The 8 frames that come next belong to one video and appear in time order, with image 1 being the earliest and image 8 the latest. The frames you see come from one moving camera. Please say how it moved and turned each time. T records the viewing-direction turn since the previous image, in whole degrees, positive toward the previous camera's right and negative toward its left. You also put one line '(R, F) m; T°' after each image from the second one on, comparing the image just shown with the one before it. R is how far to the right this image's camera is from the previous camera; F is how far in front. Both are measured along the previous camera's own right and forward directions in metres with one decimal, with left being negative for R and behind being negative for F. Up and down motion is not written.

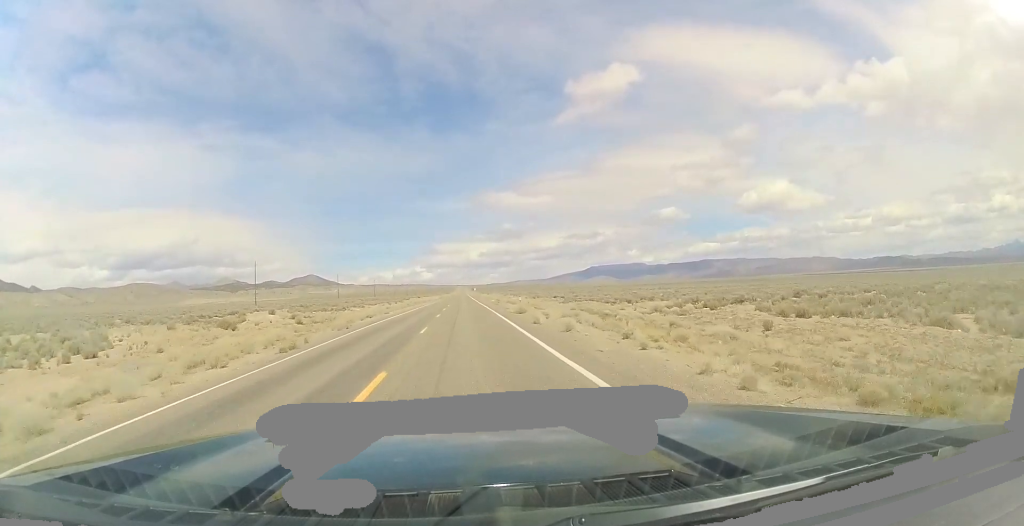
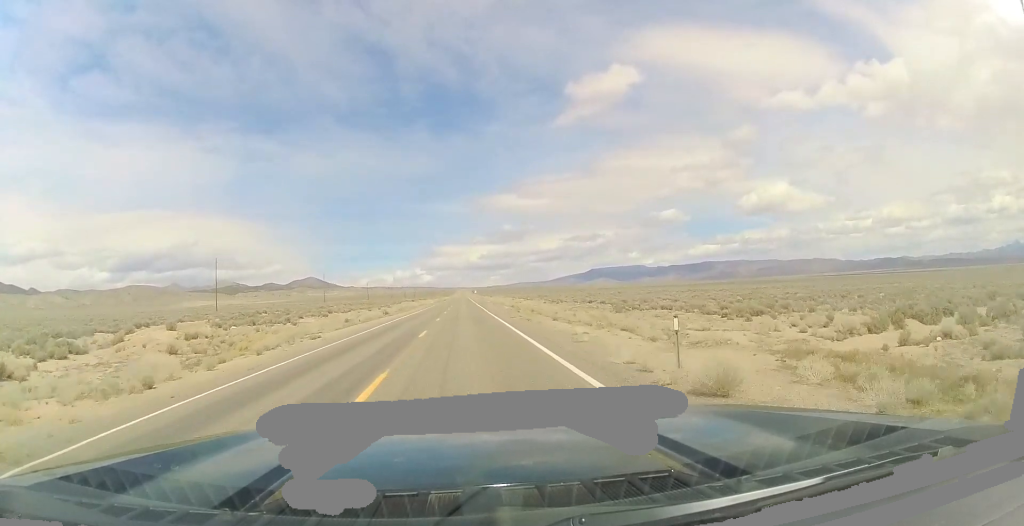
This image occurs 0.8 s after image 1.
(-0.1, +26.8) m; 0°
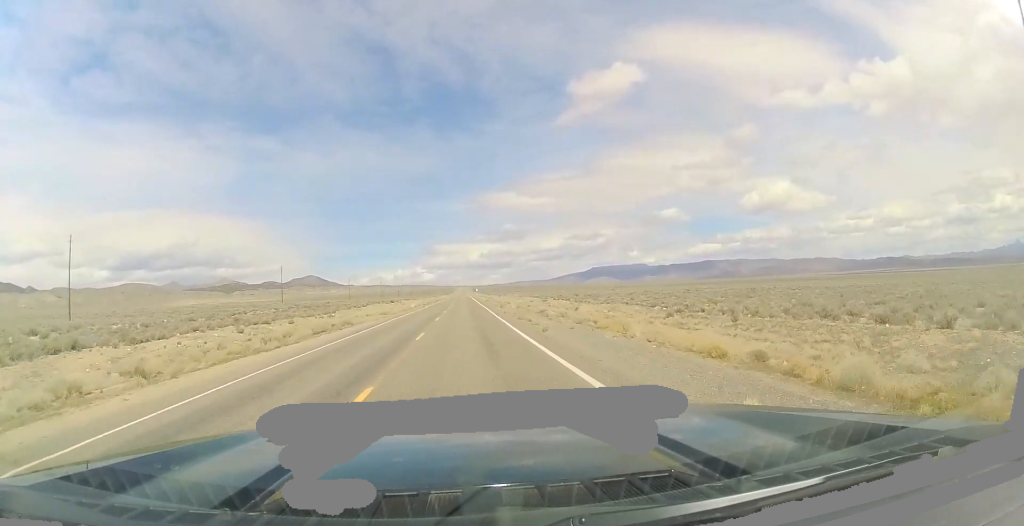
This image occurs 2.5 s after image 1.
(0.0, +57.1) m; 0°
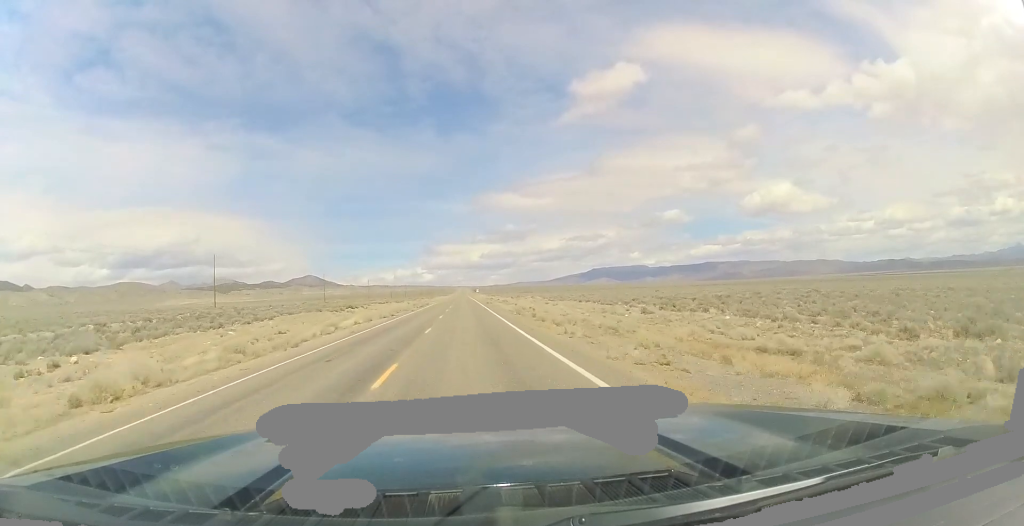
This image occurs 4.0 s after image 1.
(0.0, +51.4) m; 0°
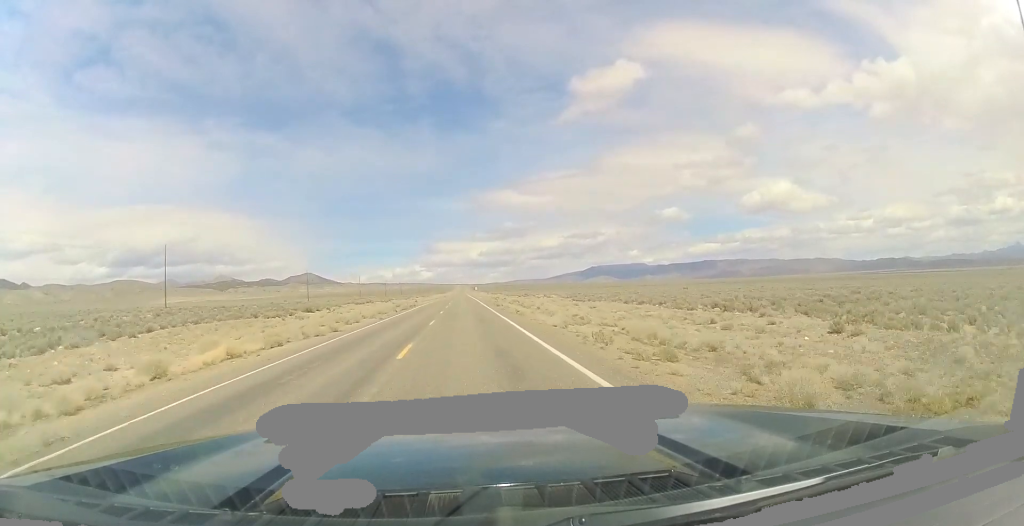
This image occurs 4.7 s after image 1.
(0.0, +23.4) m; 0°
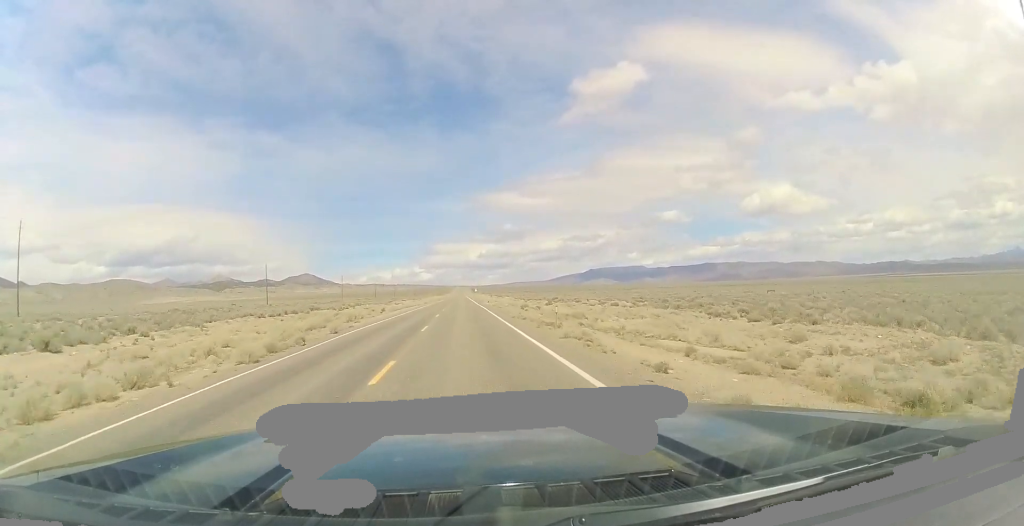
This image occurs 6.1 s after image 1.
(-0.1, +44.2) m; 0°
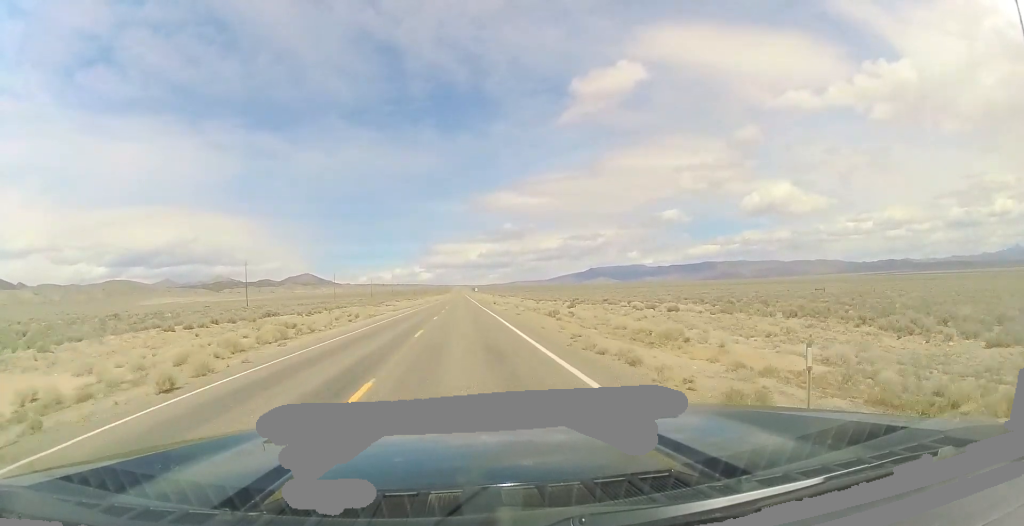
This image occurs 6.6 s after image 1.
(0.0, +16.6) m; 0°
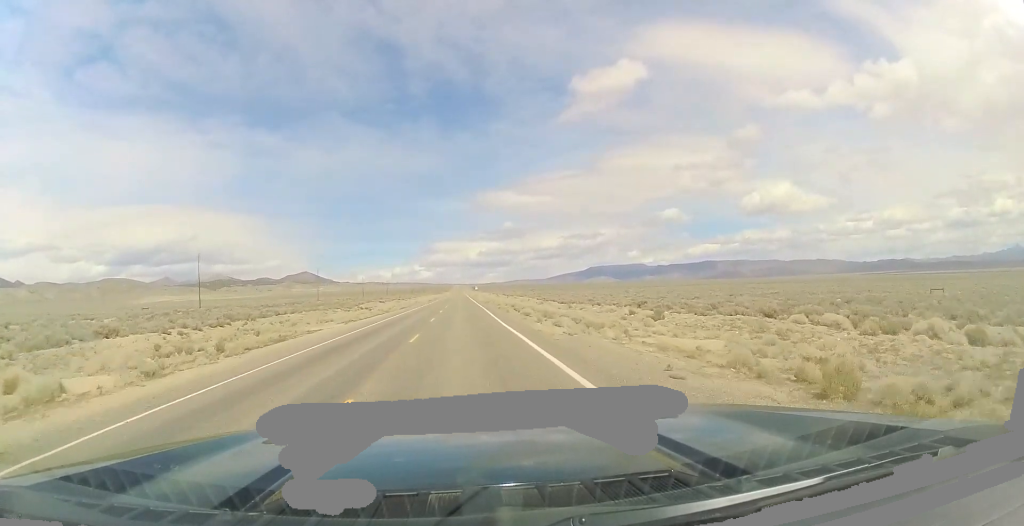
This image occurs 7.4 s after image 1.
(+0.2, +28.7) m; +1°
